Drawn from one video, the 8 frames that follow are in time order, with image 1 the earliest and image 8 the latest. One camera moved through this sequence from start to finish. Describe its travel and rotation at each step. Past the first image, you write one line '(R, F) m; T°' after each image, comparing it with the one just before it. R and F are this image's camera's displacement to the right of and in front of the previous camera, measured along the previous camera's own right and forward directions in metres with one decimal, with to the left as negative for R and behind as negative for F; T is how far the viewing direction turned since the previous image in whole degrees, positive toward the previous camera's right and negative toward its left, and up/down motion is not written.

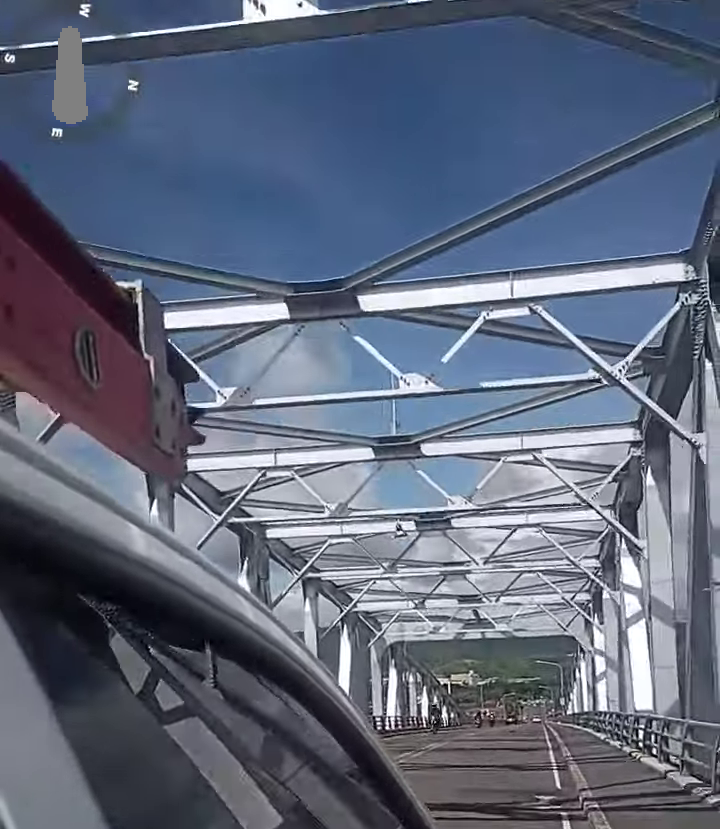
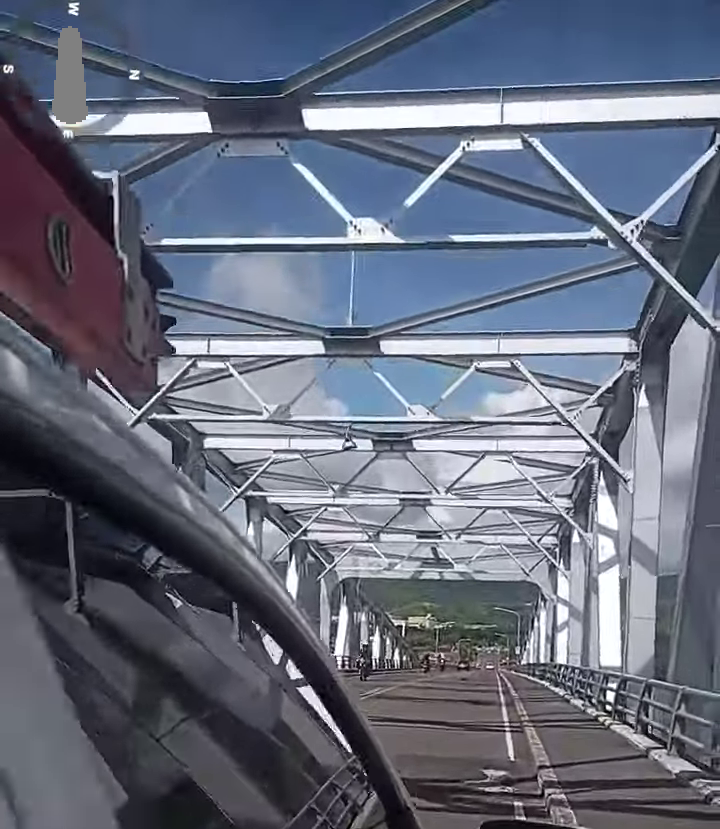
(0.0, +3.1) m; -1°
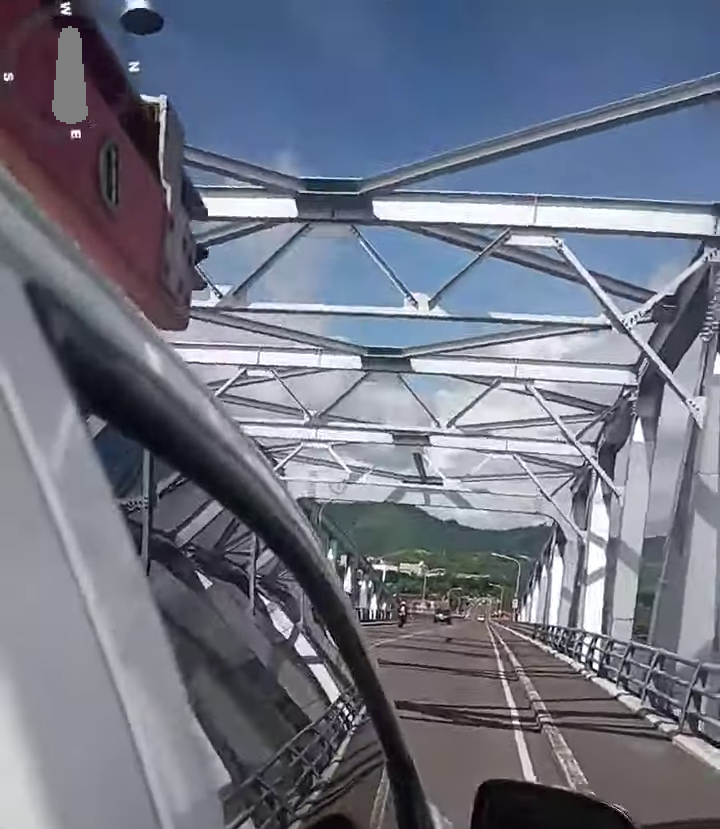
(-0.2, +12.4) m; 0°
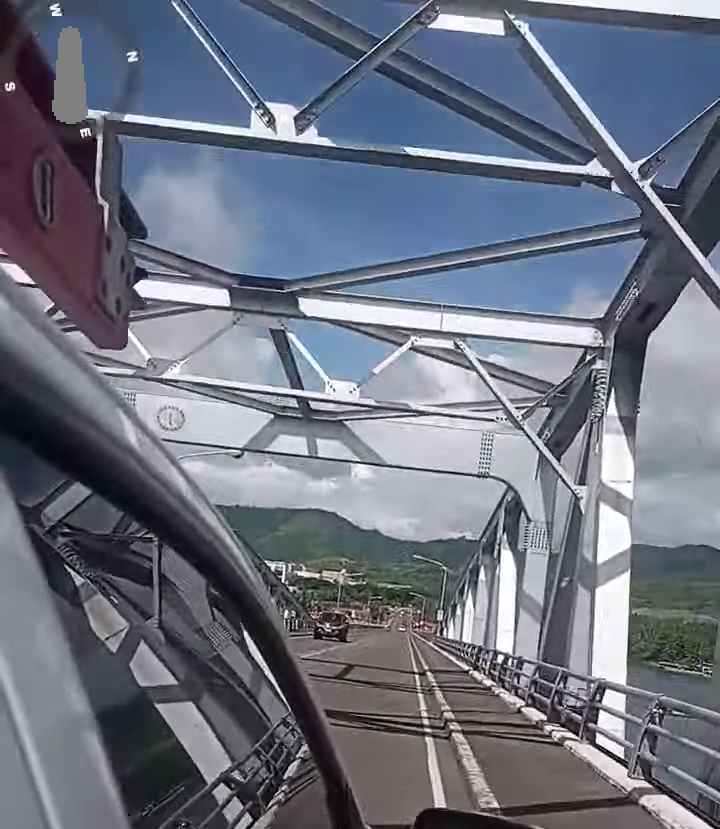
(+0.3, +13.9) m; +2°
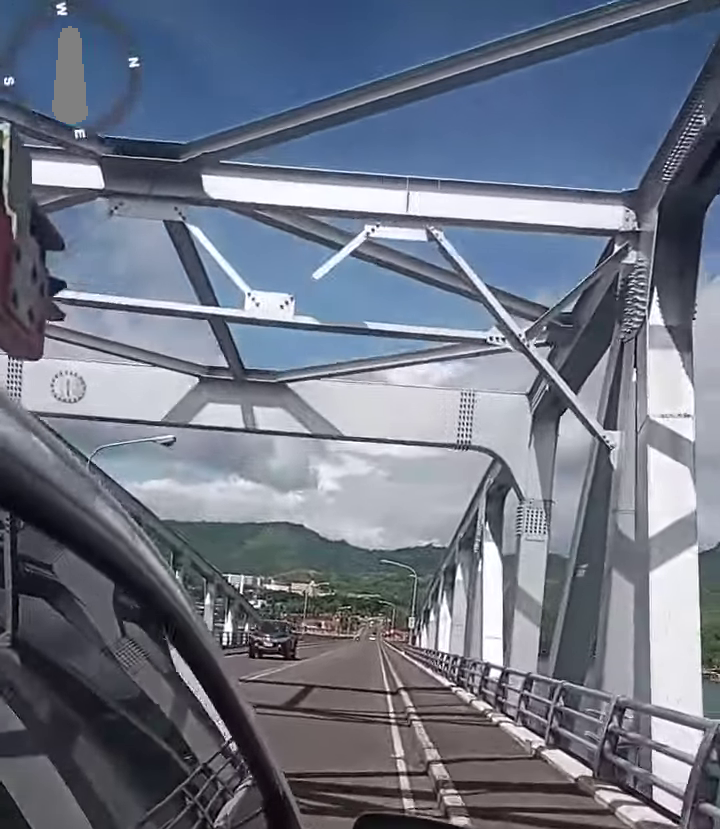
(0.0, +4.6) m; 0°
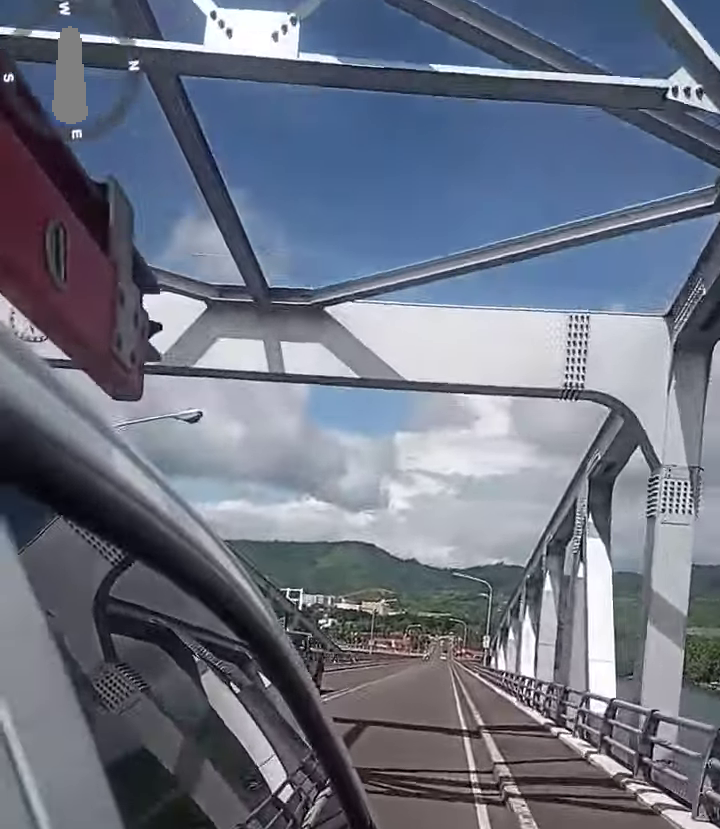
(0.0, +5.1) m; -1°
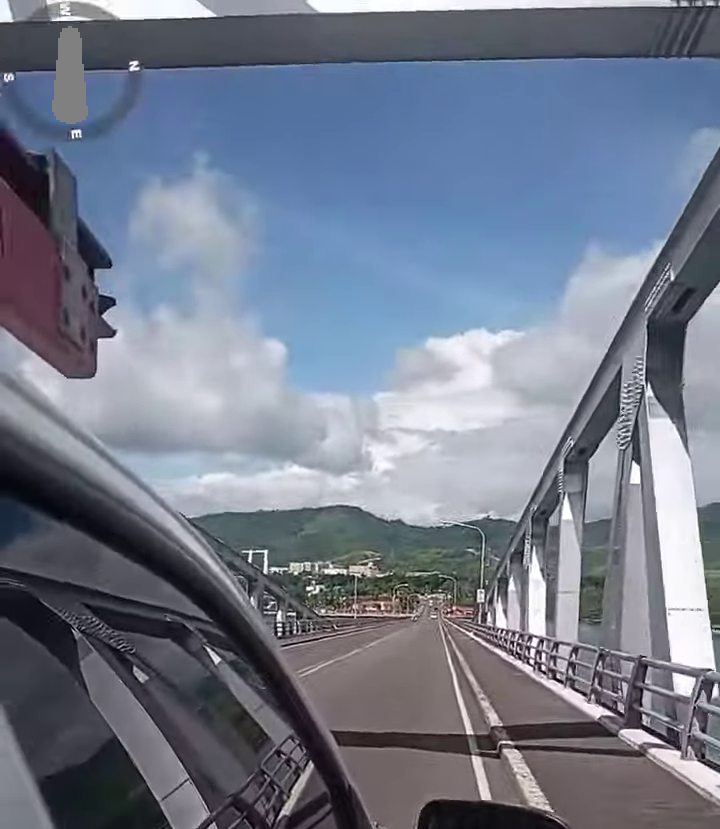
(-0.2, +7.1) m; -1°
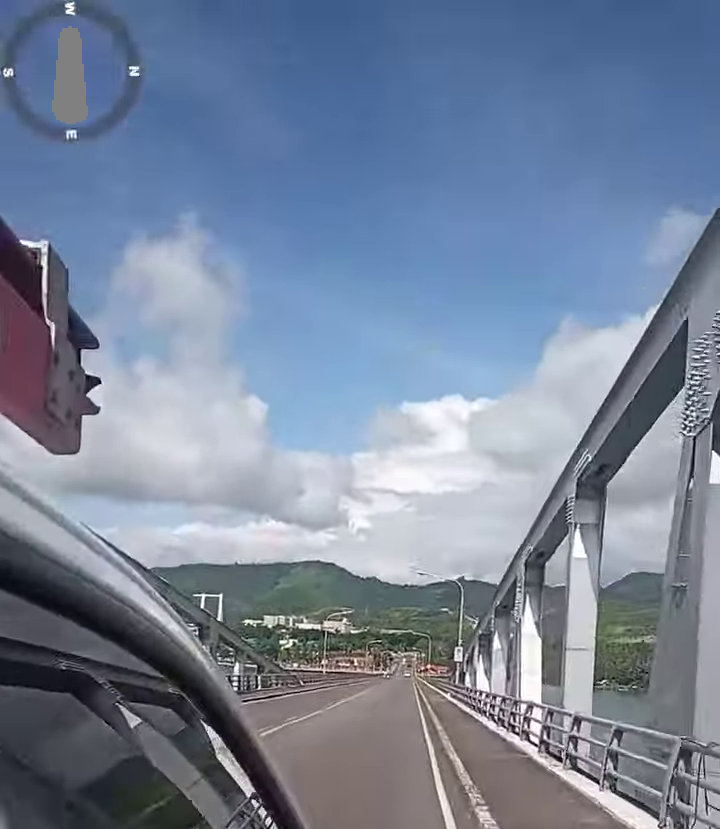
(0.0, +5.1) m; 0°
